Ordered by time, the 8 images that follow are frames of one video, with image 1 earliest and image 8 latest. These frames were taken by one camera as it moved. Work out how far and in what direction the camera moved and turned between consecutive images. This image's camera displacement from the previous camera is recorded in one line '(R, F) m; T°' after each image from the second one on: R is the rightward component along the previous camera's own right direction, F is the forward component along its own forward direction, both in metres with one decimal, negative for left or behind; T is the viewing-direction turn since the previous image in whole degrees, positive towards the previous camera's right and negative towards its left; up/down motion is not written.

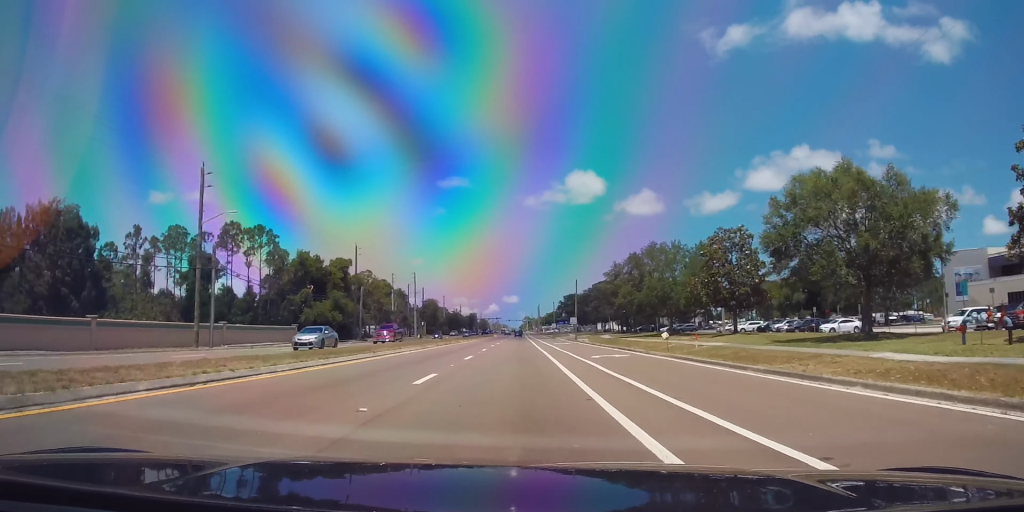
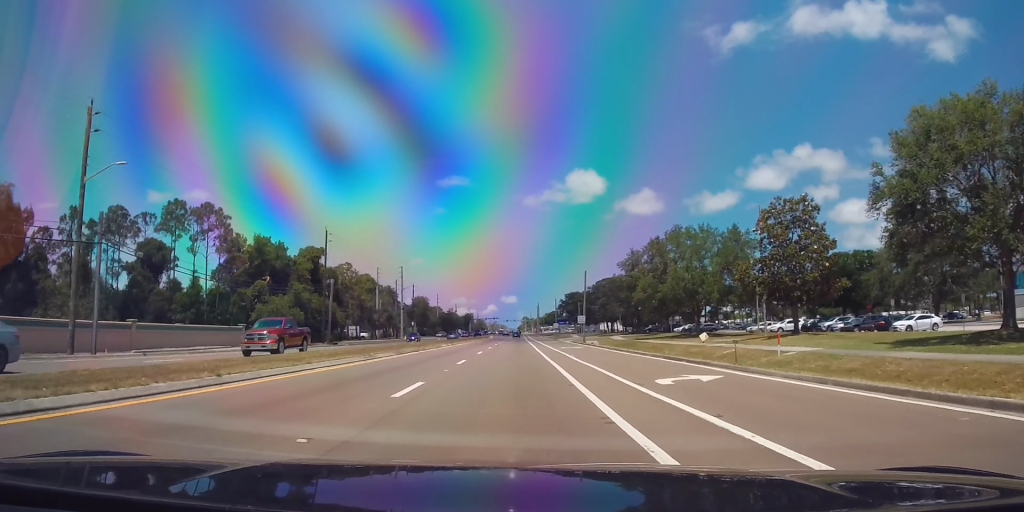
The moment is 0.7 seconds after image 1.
(0.0, +14.2) m; 0°
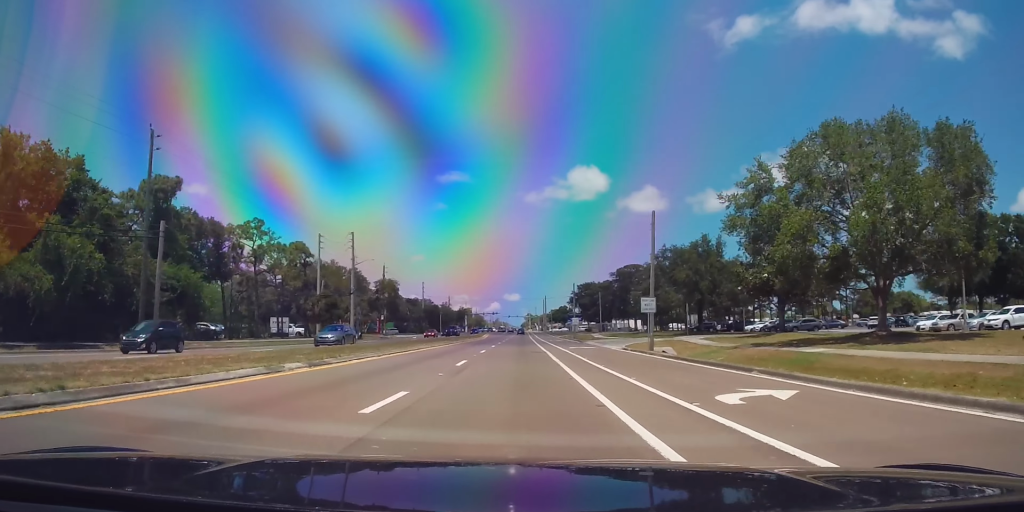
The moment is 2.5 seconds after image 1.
(0.0, +39.6) m; 0°
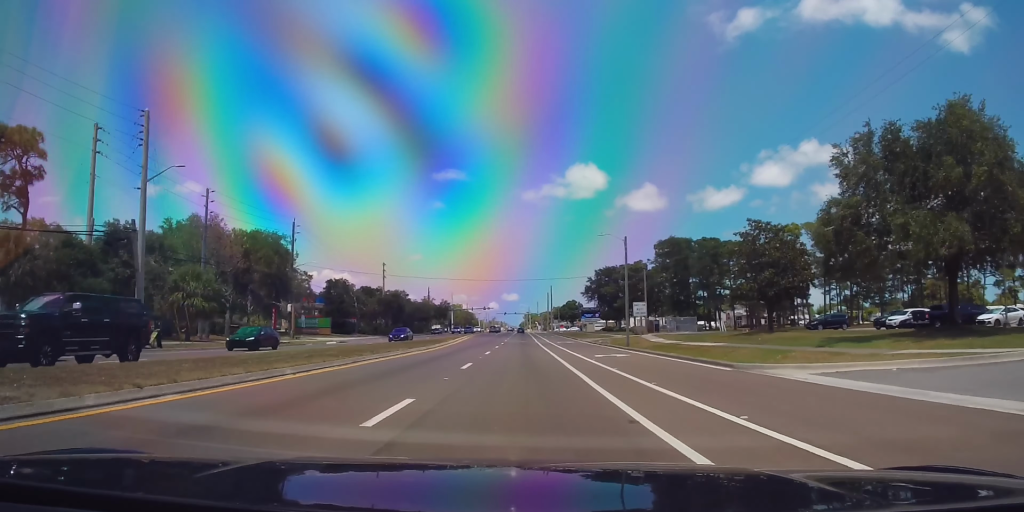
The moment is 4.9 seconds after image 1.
(-0.9, +49.7) m; -1°
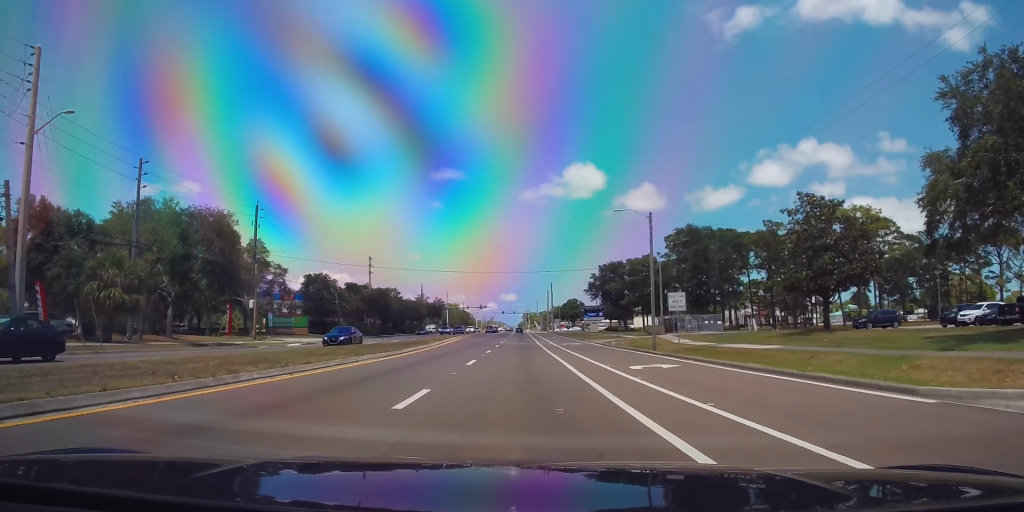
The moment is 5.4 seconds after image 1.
(+0.1, +10.4) m; +1°
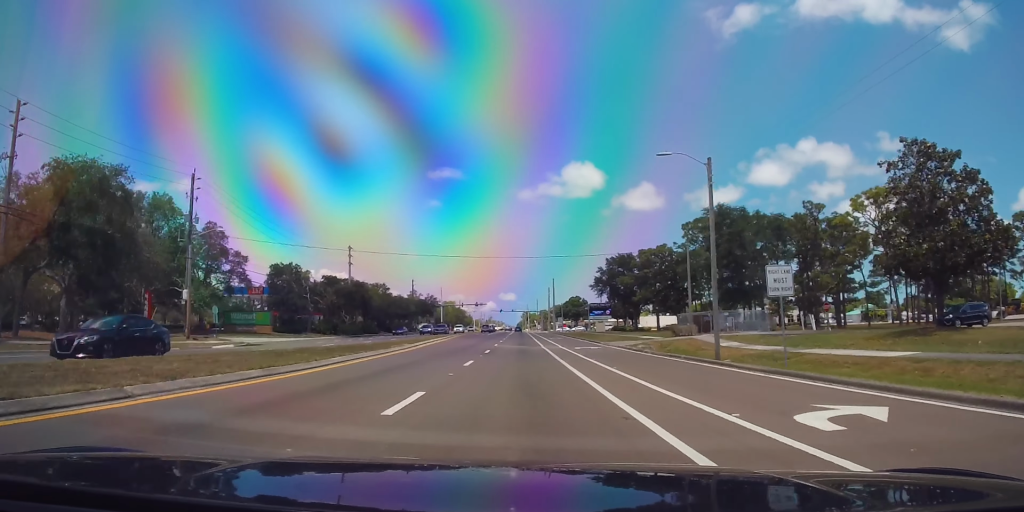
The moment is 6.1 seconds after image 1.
(0.0, +13.8) m; 0°
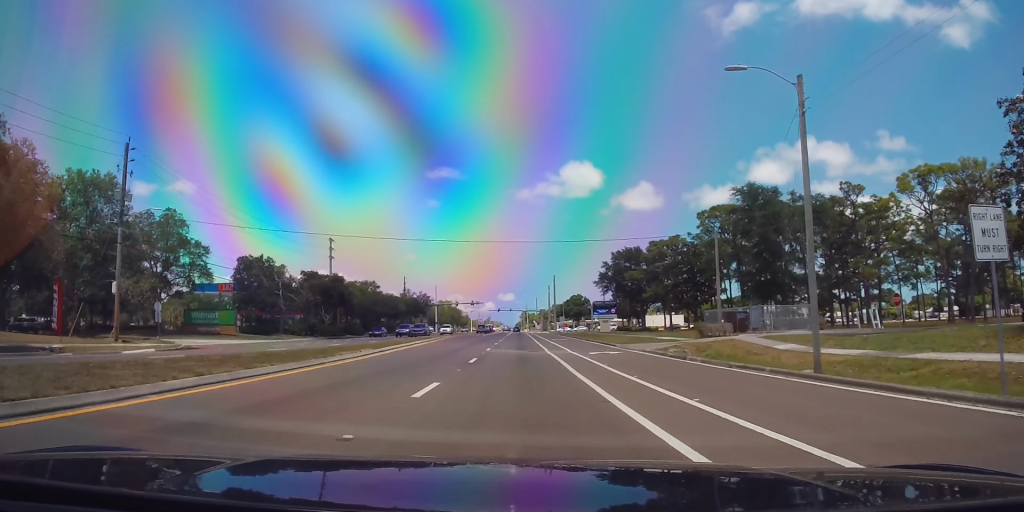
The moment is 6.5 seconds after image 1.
(0.0, +9.7) m; 0°
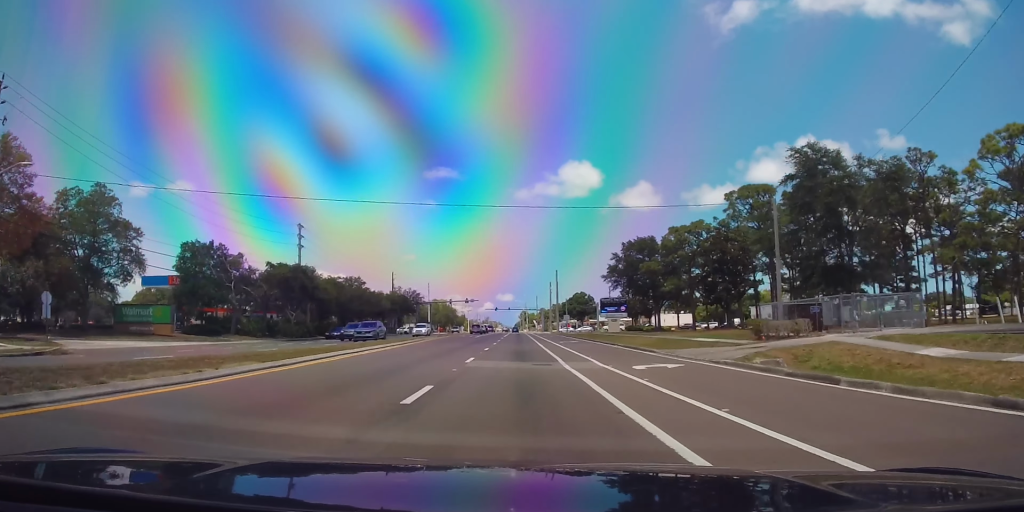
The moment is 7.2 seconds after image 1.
(0.0, +13.2) m; 0°
